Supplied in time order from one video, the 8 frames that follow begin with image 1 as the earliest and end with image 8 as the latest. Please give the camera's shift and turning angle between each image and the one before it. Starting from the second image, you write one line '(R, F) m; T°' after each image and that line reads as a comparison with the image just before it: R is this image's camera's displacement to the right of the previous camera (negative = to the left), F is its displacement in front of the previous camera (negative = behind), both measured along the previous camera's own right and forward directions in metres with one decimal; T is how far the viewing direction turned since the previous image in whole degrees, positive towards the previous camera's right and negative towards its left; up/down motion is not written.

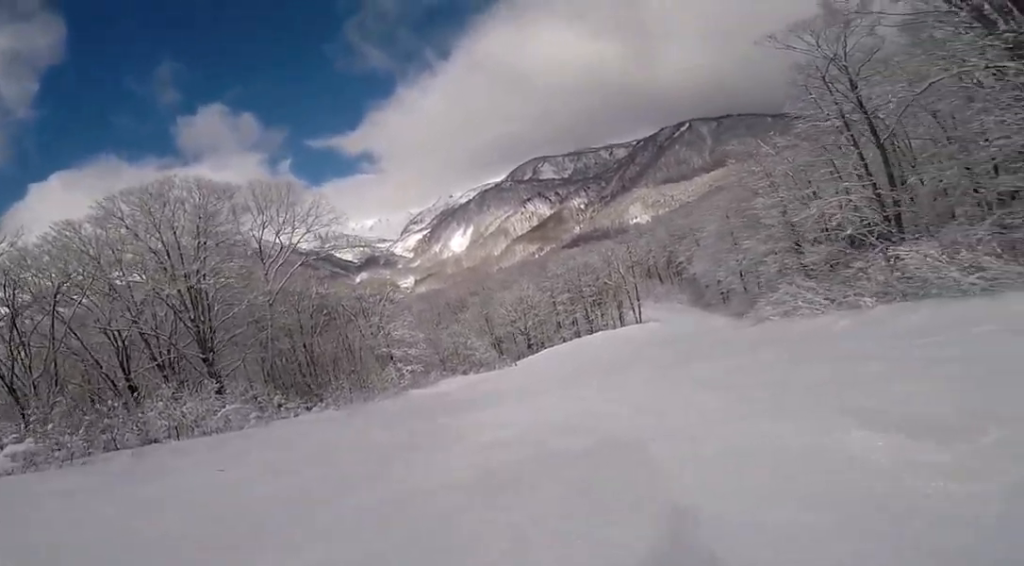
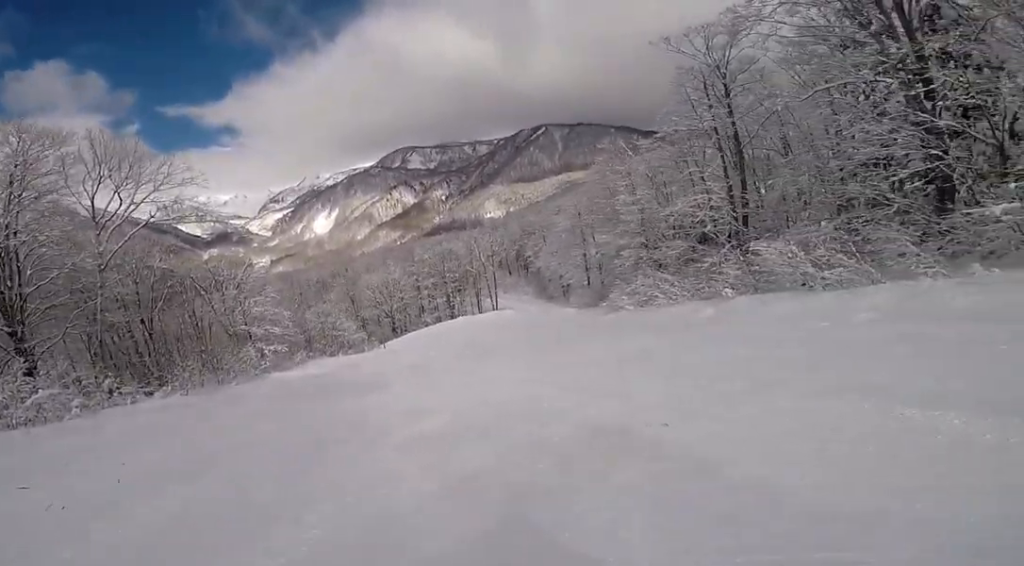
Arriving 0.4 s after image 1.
(-0.2, +2.0) m; +7°
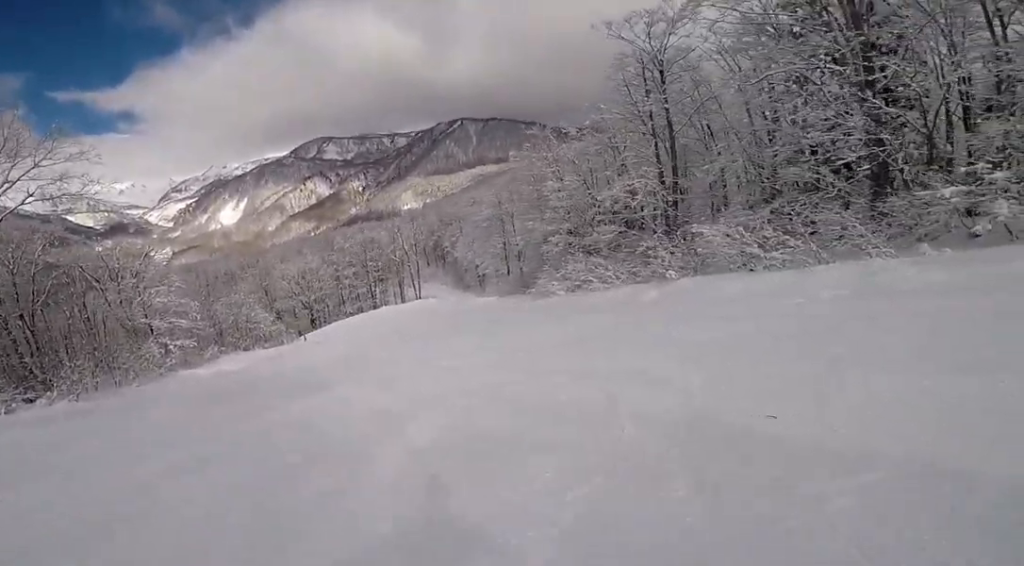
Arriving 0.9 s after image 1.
(+0.2, +1.9) m; +13°
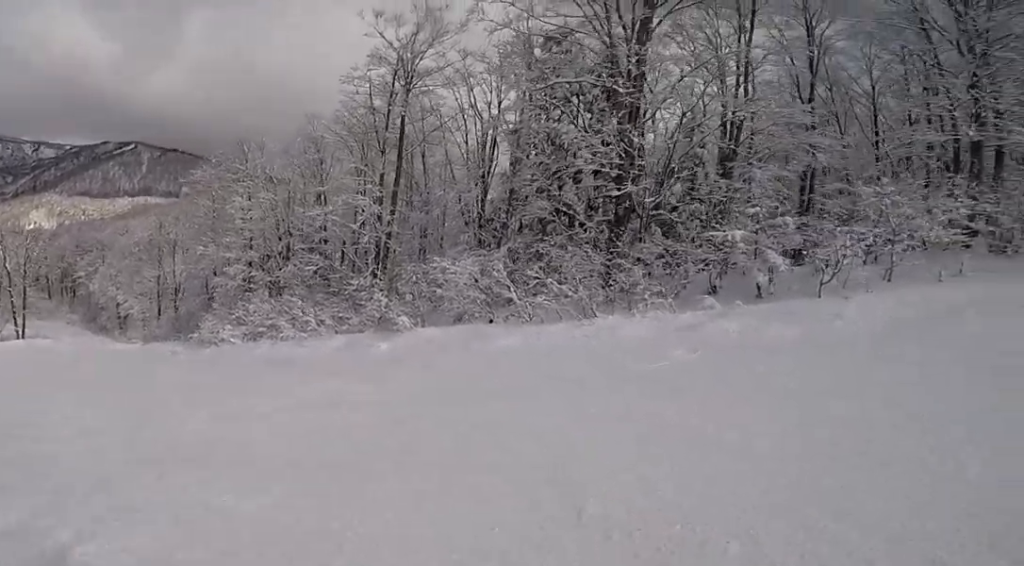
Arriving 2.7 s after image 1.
(+4.1, +5.6) m; +72°
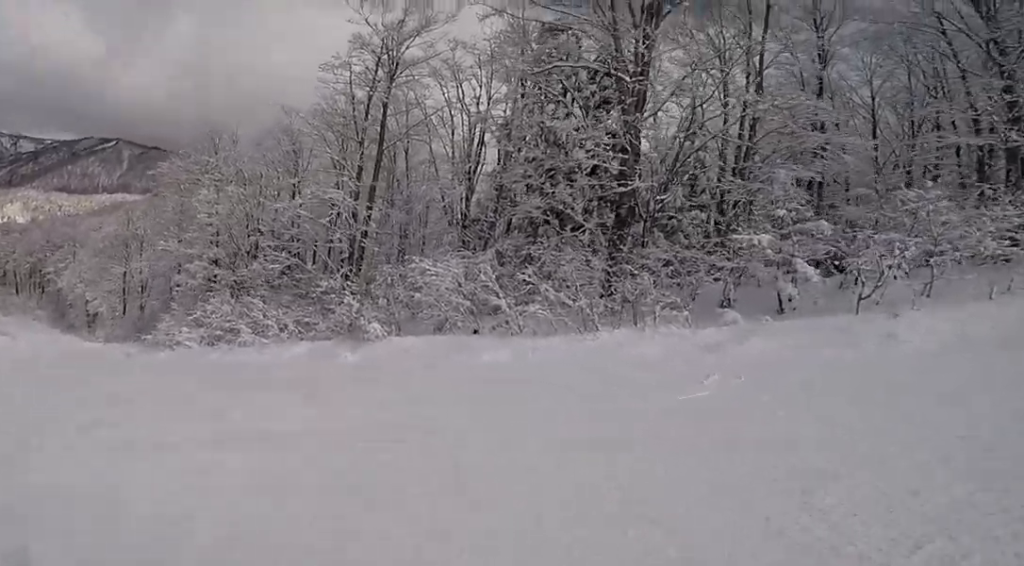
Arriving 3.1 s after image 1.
(+0.4, +2.1) m; +1°
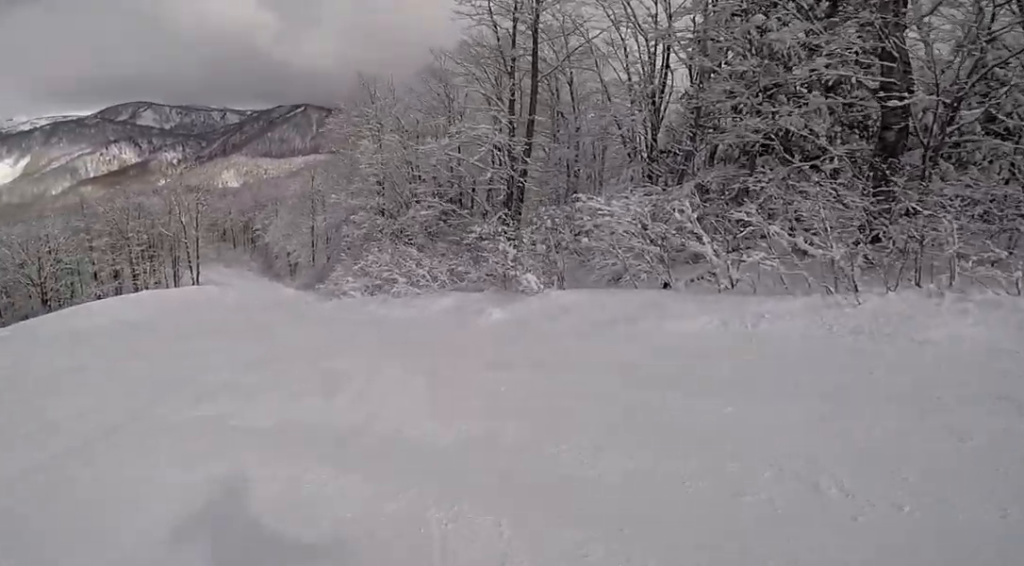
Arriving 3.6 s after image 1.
(+0.4, +2.4) m; 0°
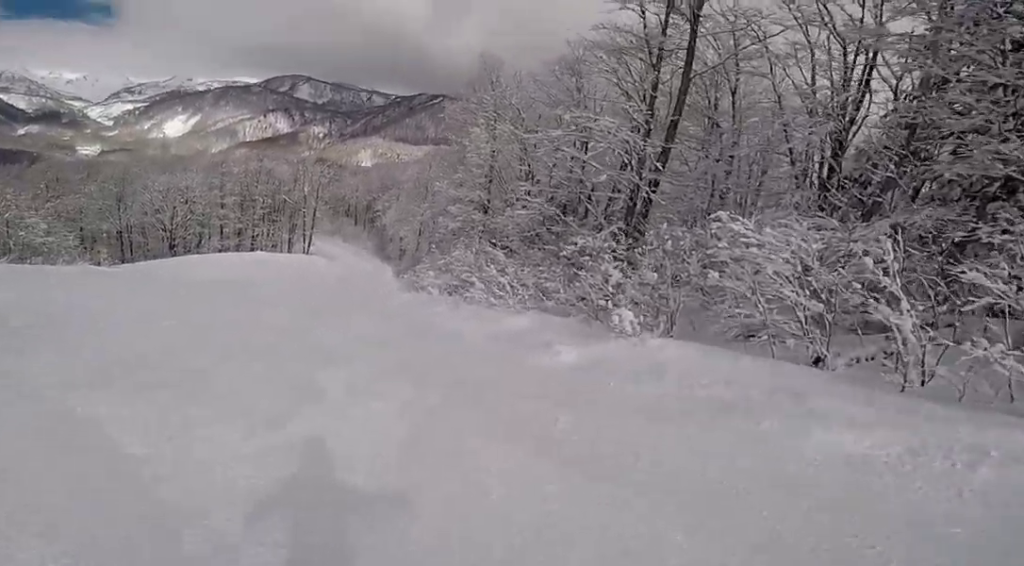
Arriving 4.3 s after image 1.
(-0.5, +2.9) m; -25°
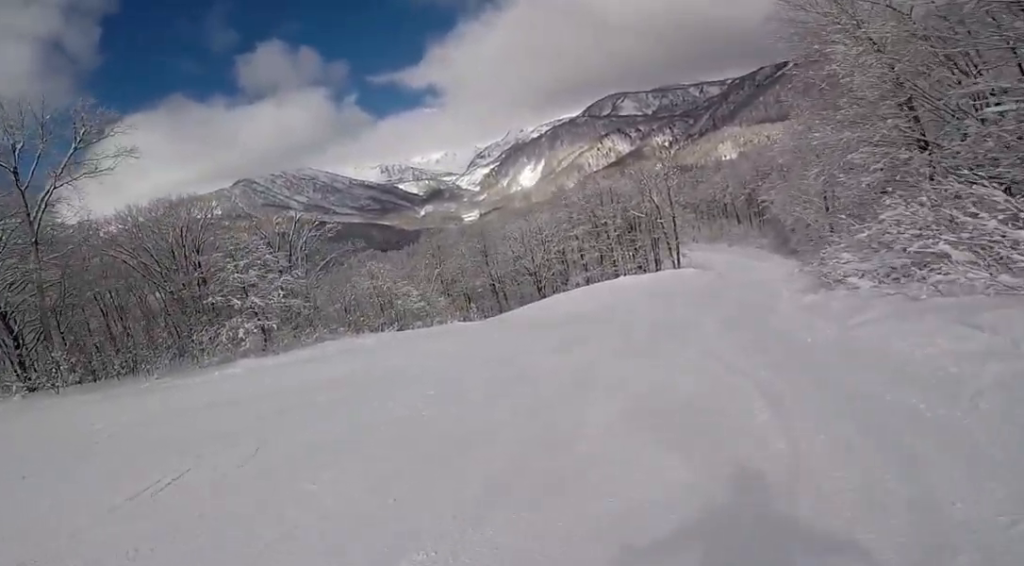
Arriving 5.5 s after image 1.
(-2.2, +4.6) m; -56°
